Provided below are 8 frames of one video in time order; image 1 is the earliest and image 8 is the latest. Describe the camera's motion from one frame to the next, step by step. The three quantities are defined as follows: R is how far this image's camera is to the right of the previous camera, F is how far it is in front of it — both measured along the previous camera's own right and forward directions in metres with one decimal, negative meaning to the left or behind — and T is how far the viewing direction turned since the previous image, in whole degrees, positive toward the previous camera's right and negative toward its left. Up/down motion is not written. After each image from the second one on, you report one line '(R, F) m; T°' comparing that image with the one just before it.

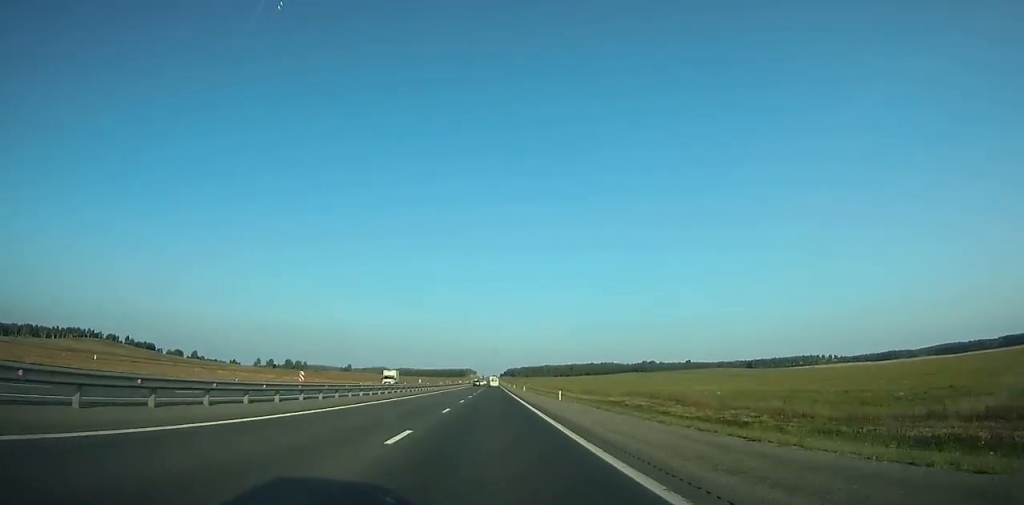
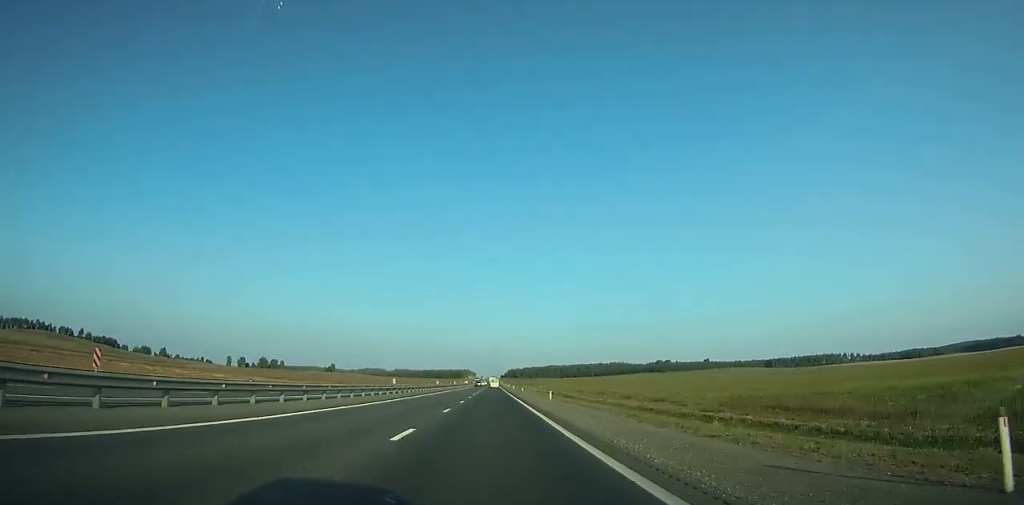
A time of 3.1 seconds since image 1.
(0.0, +93.8) m; 0°
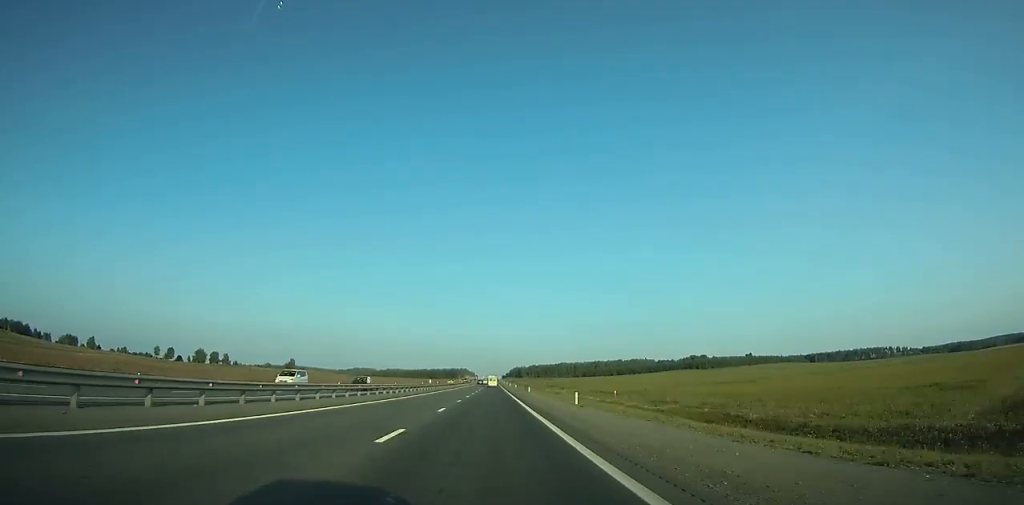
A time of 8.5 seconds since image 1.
(0.0, +167.4) m; 0°
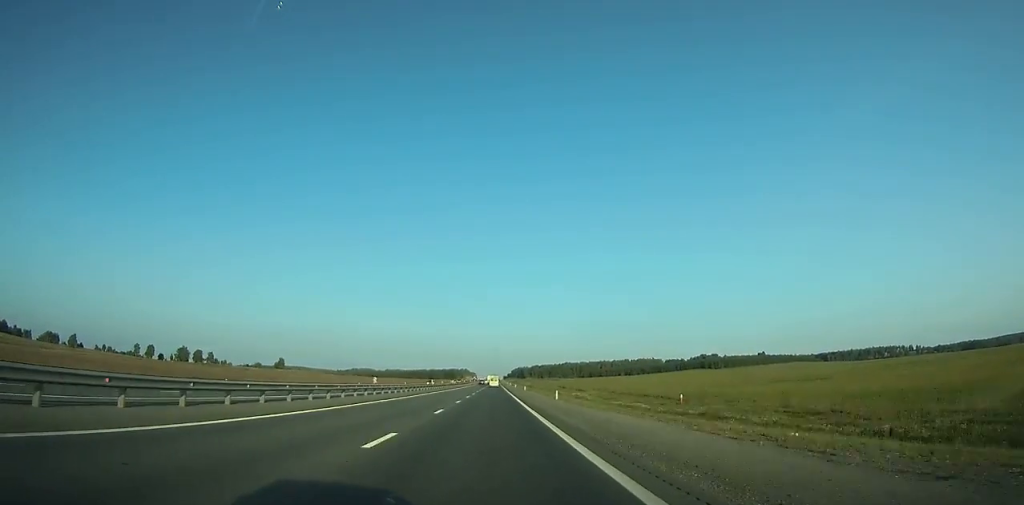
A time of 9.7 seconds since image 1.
(+0.1, +37.8) m; 0°
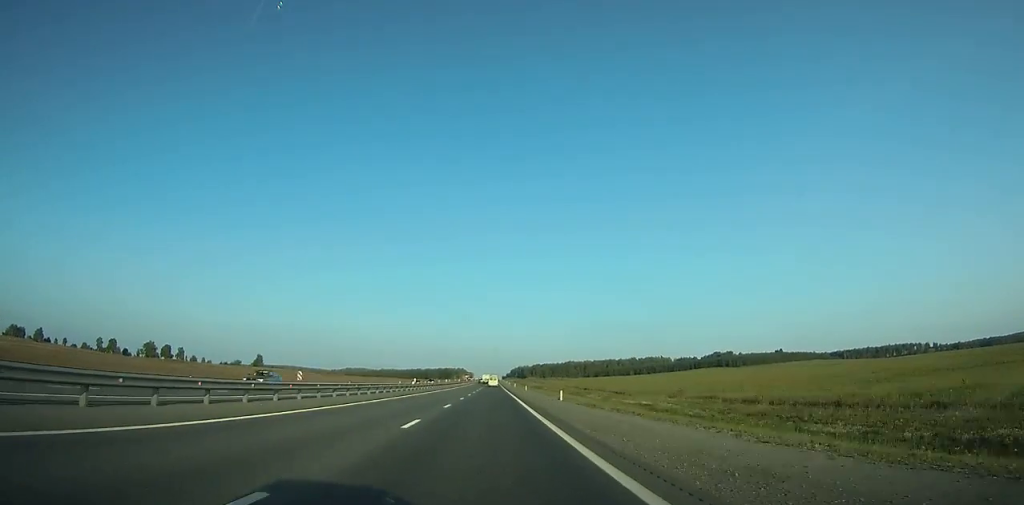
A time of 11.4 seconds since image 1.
(0.0, +53.9) m; 0°
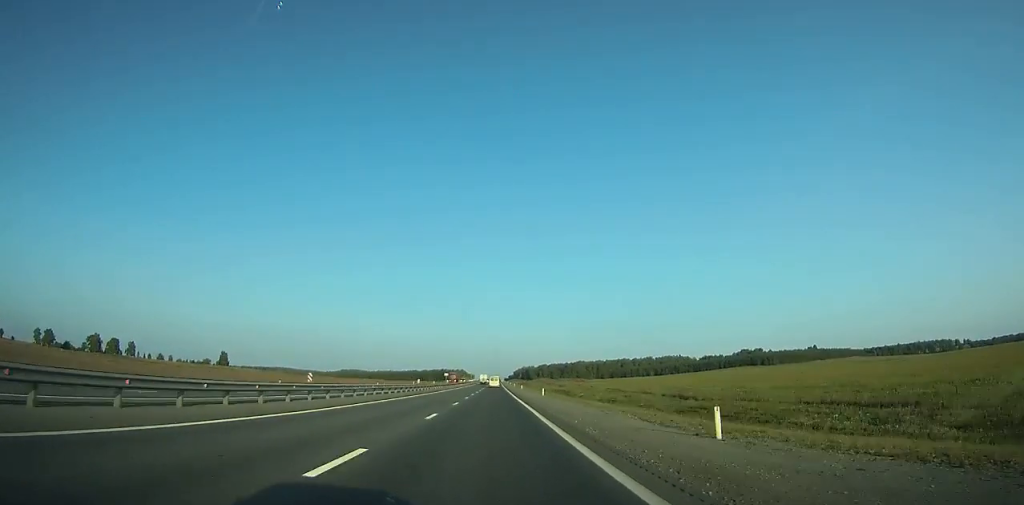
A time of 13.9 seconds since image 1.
(-0.2, +79.7) m; 0°
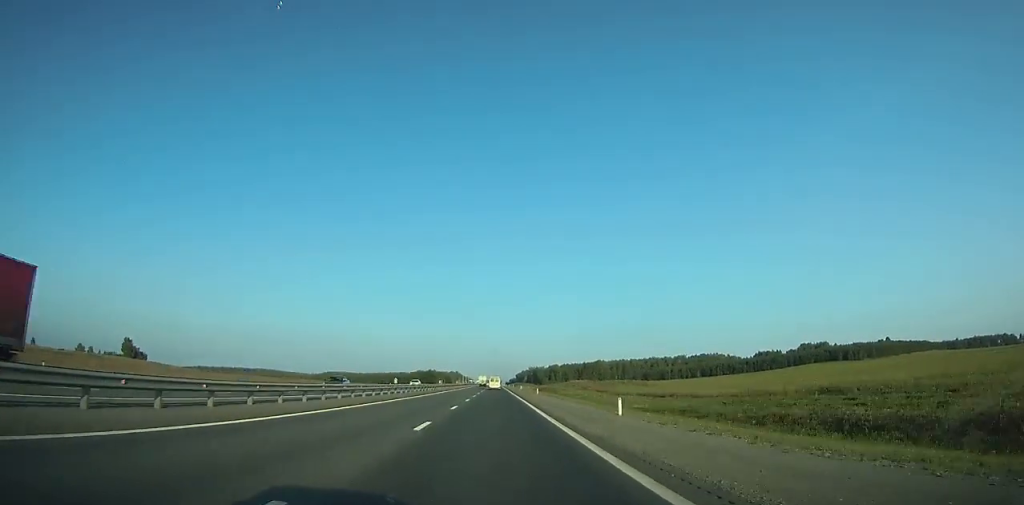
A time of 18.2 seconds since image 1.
(0.0, +136.5) m; 0°
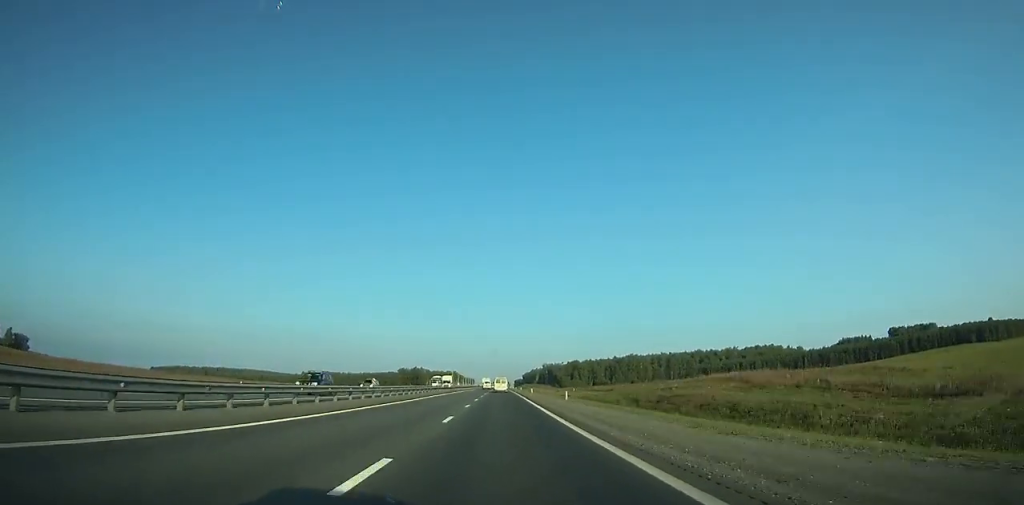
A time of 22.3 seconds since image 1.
(+0.4, +127.9) m; 0°
